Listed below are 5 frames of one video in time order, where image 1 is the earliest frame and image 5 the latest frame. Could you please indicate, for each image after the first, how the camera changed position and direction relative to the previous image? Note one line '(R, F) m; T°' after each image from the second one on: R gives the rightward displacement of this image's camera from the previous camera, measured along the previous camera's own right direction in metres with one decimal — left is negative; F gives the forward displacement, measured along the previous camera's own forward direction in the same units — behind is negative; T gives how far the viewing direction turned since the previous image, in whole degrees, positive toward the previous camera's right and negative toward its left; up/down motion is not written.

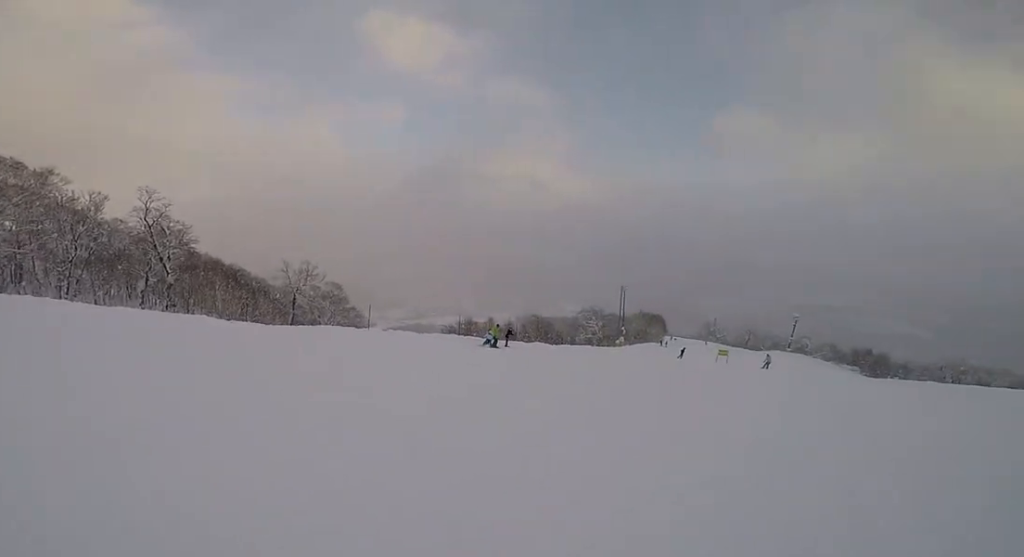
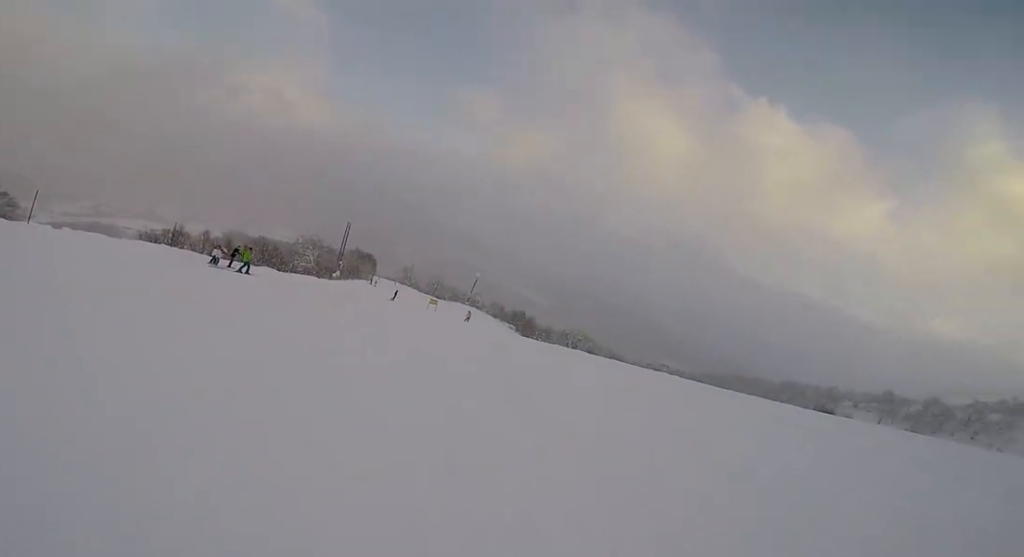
(+0.7, +3.5) m; +33°
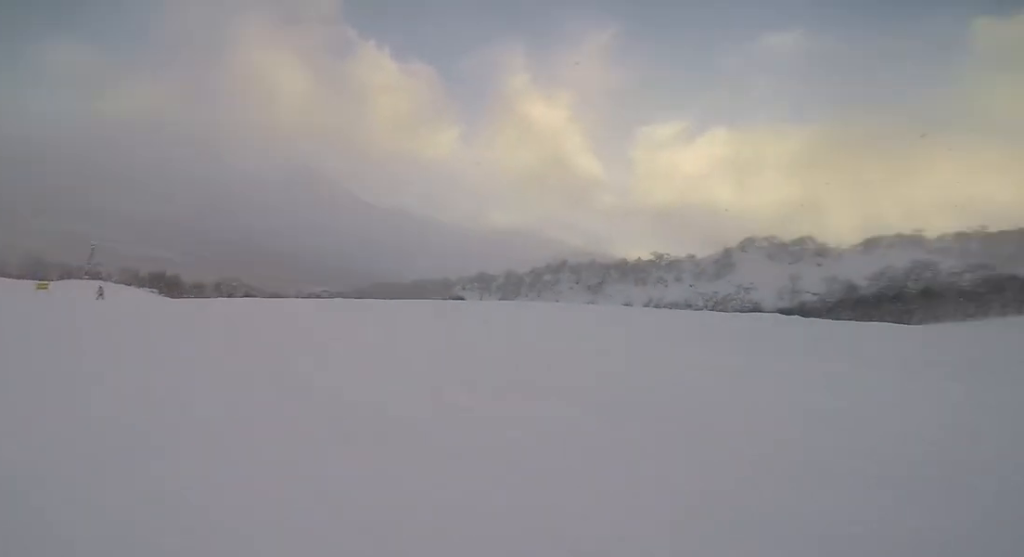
(+0.4, +2.3) m; +25°
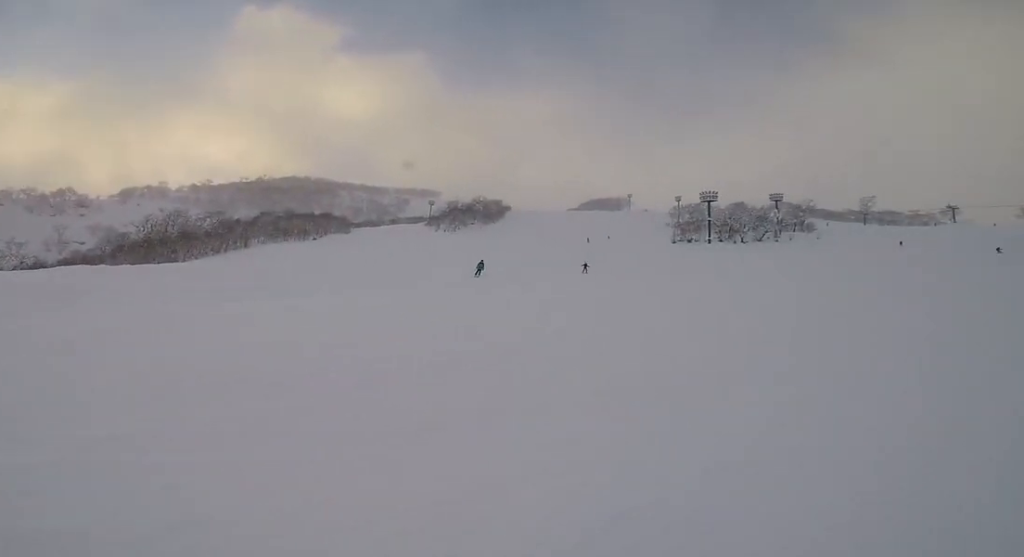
(+0.6, +2.0) m; +10°
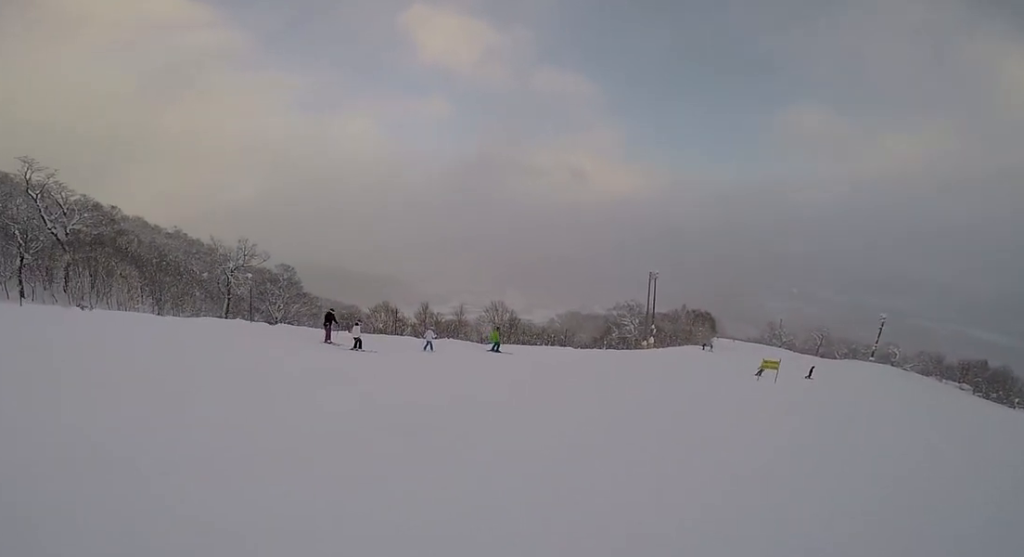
(-3.8, +11.0) m; -60°
